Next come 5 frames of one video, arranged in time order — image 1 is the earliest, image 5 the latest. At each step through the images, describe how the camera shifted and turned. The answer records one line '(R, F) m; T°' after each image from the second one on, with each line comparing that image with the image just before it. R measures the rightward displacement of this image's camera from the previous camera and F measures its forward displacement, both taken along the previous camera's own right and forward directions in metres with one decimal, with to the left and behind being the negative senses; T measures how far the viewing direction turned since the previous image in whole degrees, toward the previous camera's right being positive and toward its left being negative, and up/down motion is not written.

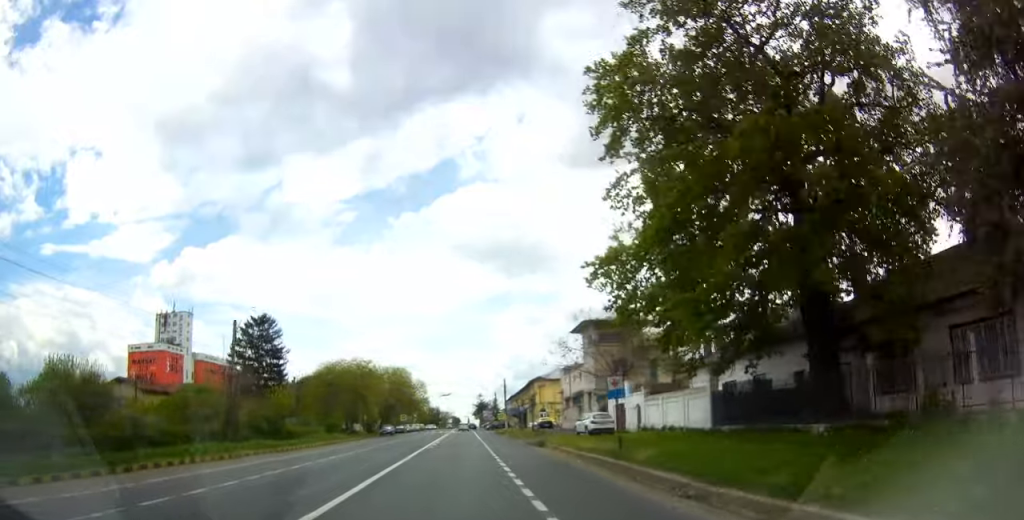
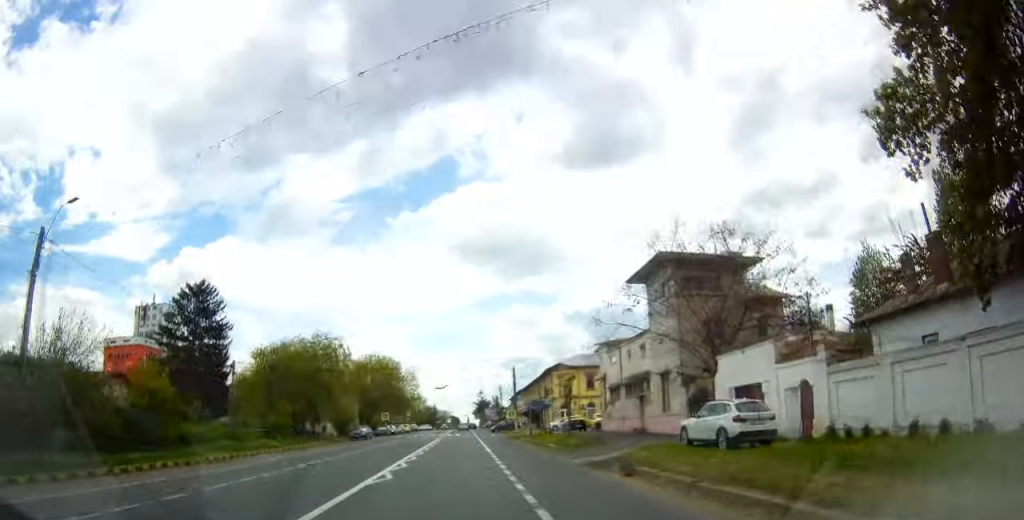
(+0.7, +20.6) m; 0°
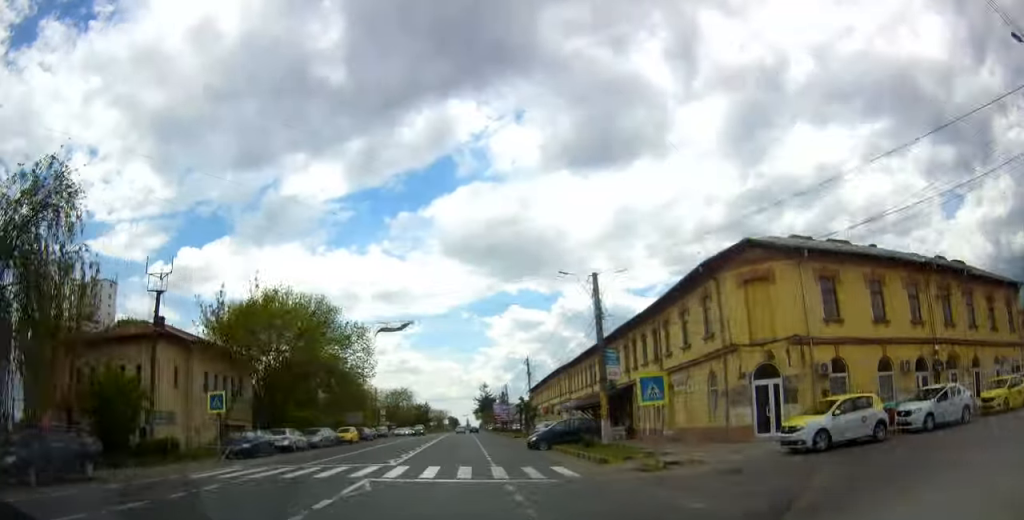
(-1.5, +51.5) m; -1°
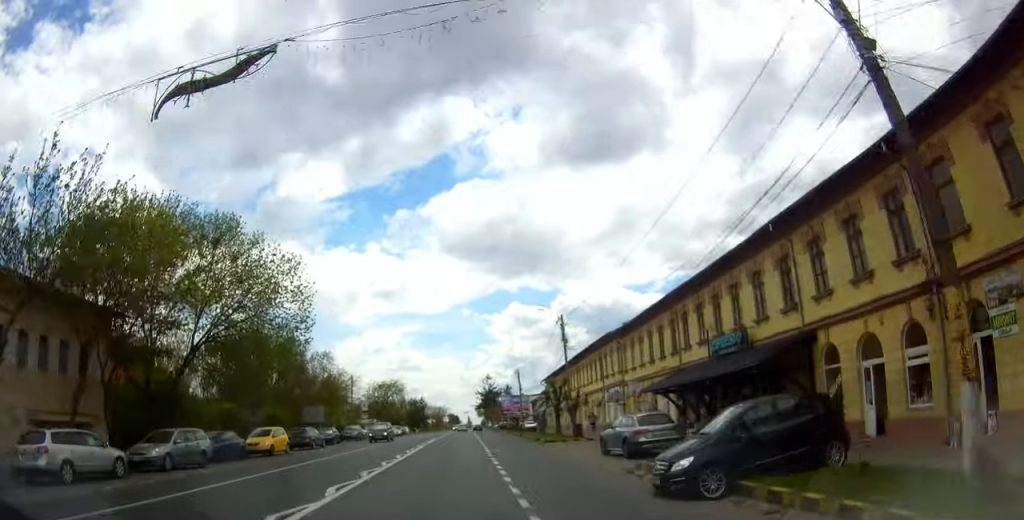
(+0.2, +21.6) m; +1°
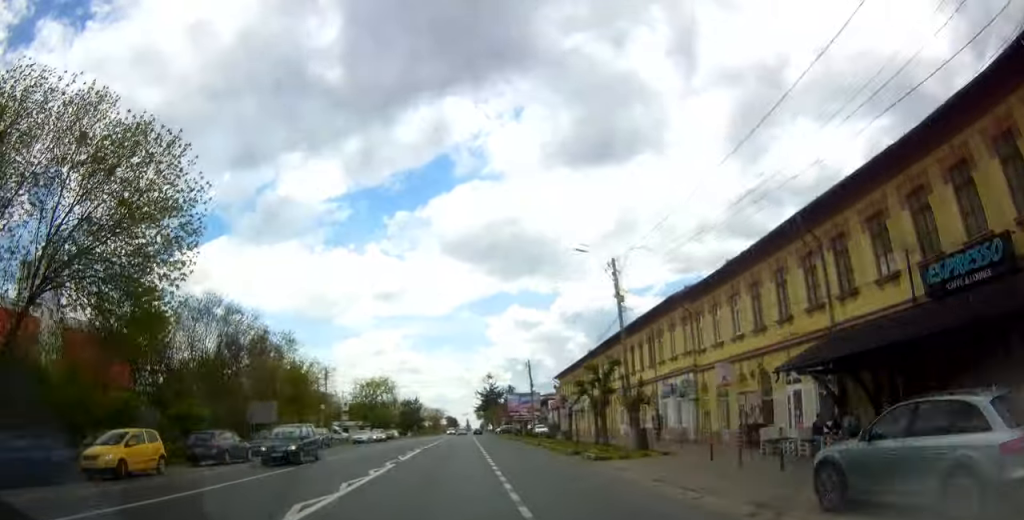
(+0.1, +14.8) m; -1°
